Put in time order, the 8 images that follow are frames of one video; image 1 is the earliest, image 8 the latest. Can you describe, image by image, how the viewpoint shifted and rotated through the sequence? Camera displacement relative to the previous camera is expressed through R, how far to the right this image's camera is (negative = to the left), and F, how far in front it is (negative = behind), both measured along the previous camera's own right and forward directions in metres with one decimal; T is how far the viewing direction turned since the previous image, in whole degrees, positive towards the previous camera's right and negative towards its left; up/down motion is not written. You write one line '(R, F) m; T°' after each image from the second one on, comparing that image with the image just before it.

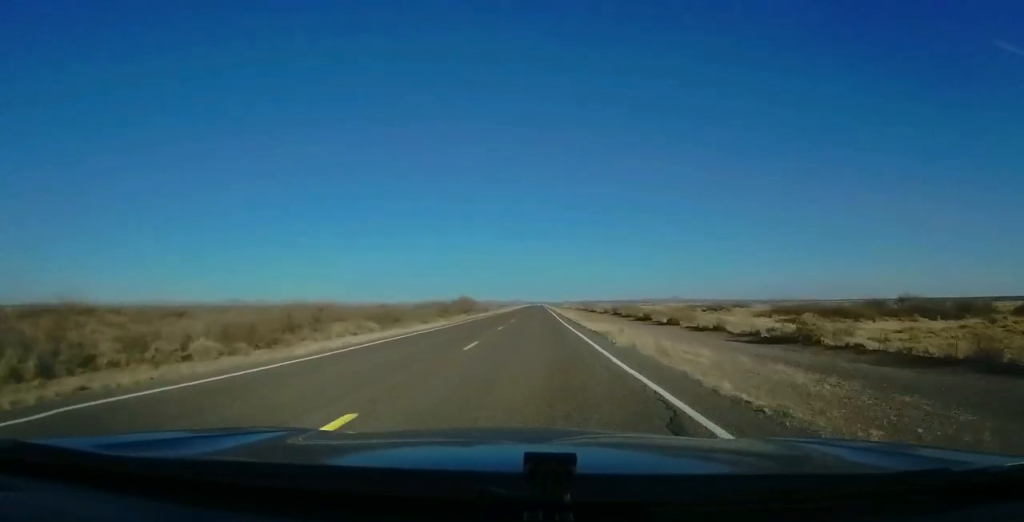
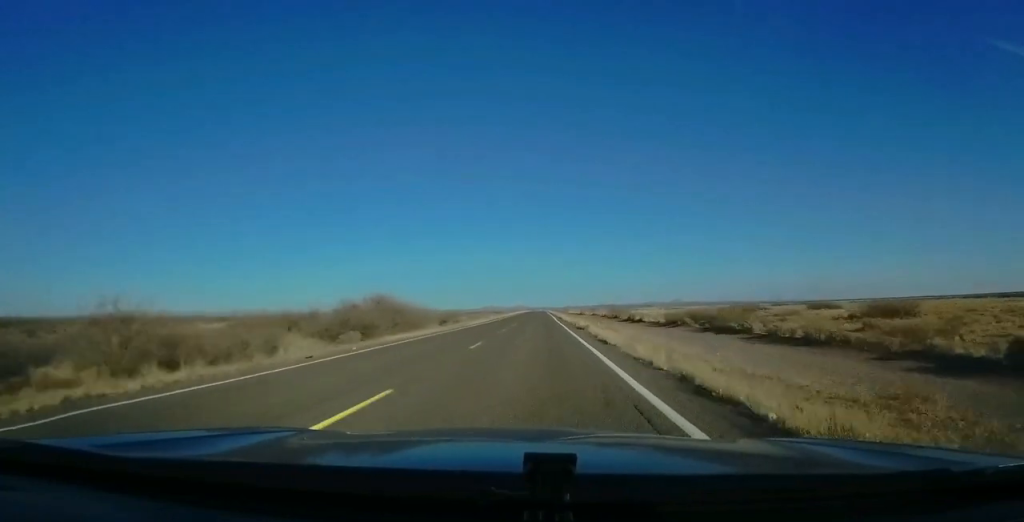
(+0.7, +59.5) m; +1°
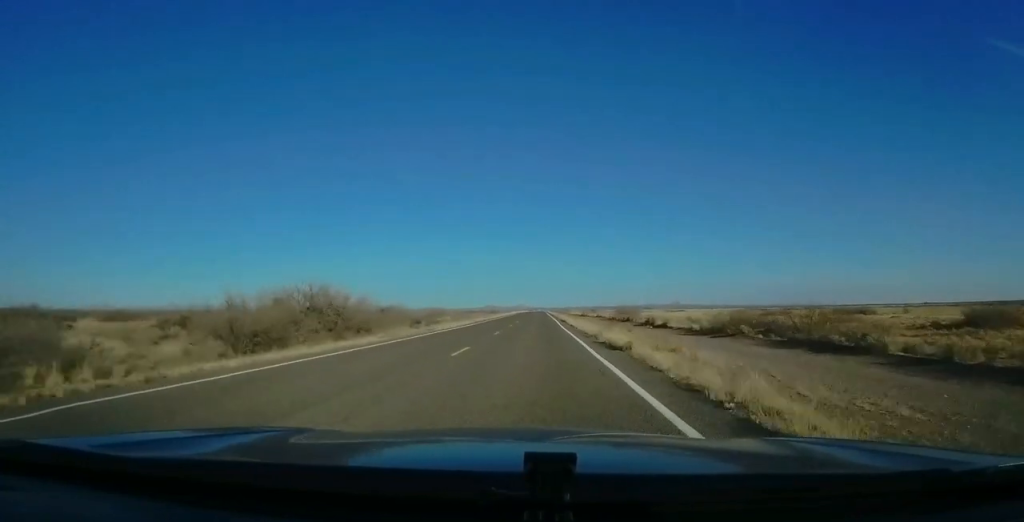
(-0.1, +15.5) m; 0°
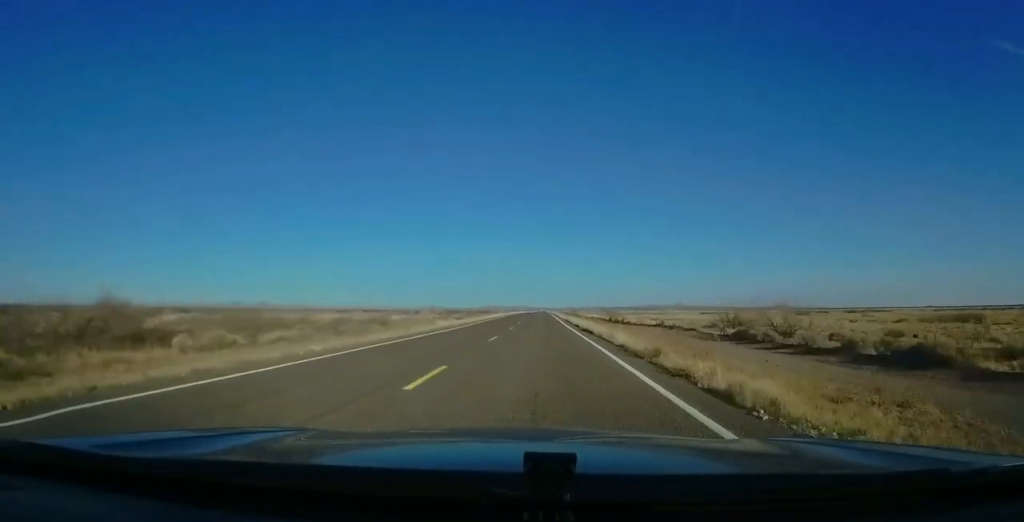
(+1.0, +67.2) m; +1°
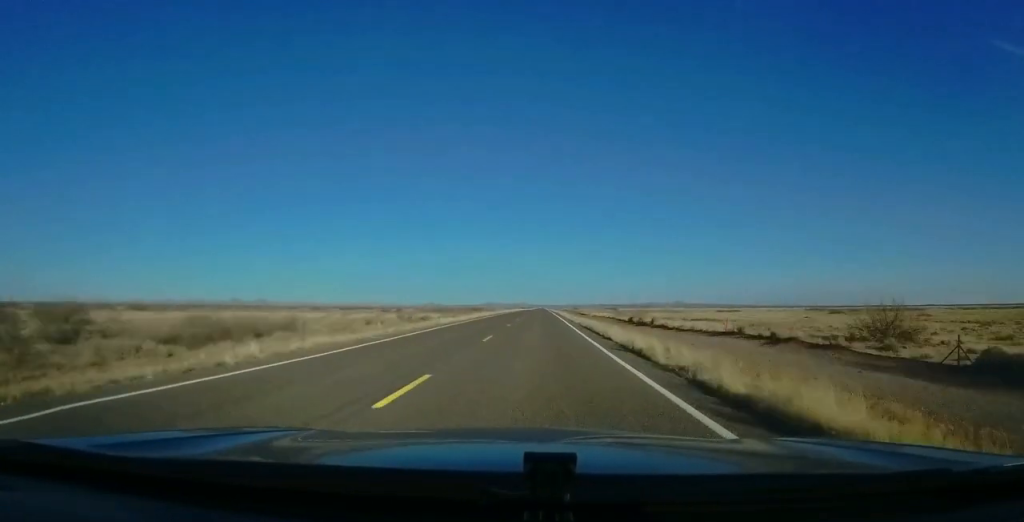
(-0.3, +25.9) m; 0°
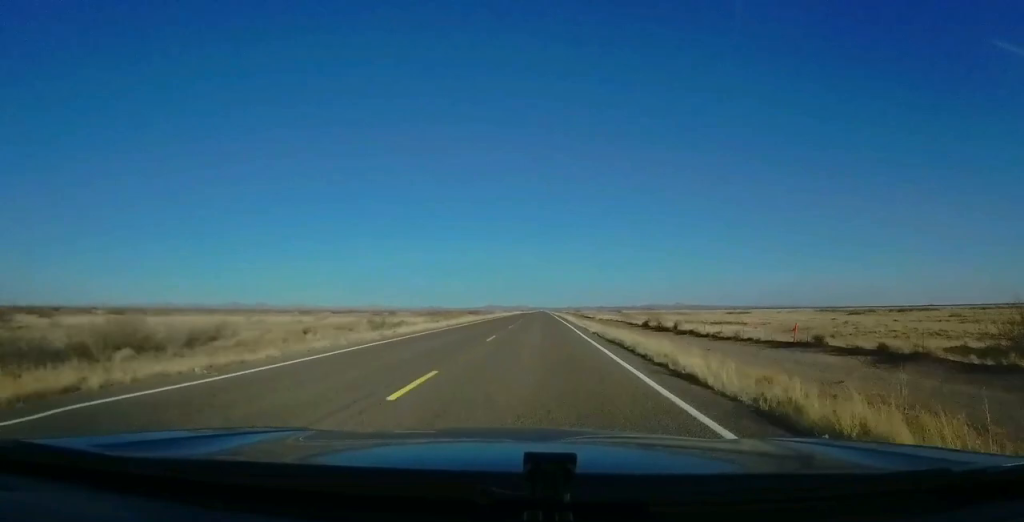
(-0.1, +11.6) m; 0°
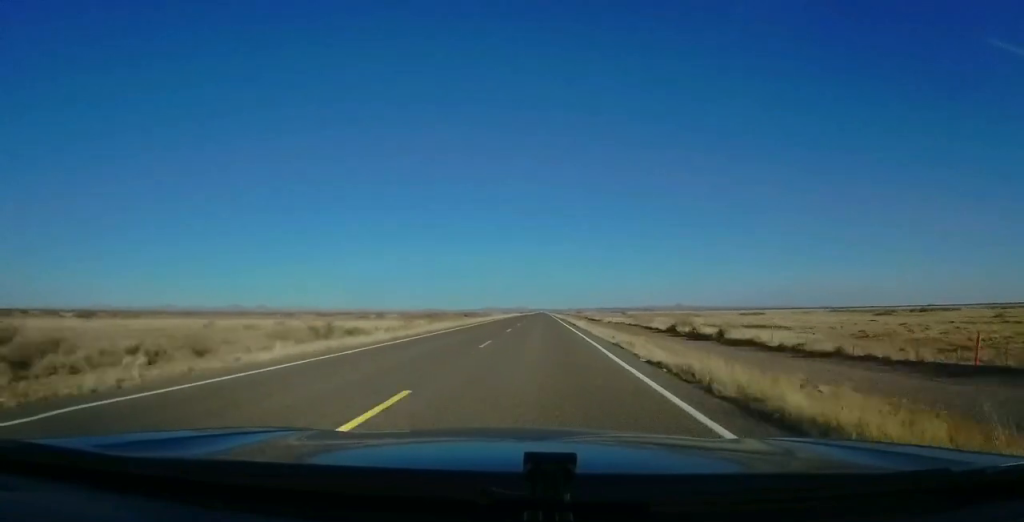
(0.0, +14.5) m; 0°
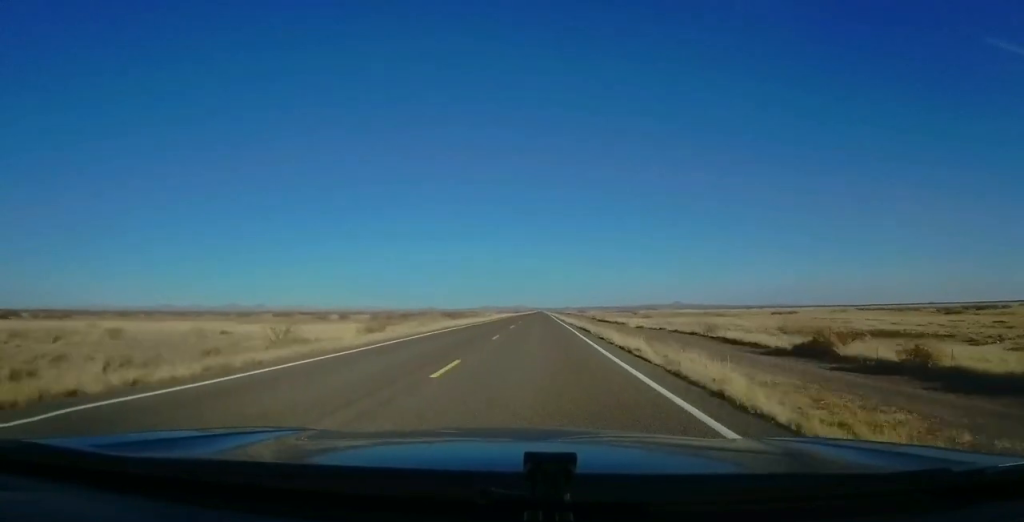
(+0.3, +31.8) m; 0°
